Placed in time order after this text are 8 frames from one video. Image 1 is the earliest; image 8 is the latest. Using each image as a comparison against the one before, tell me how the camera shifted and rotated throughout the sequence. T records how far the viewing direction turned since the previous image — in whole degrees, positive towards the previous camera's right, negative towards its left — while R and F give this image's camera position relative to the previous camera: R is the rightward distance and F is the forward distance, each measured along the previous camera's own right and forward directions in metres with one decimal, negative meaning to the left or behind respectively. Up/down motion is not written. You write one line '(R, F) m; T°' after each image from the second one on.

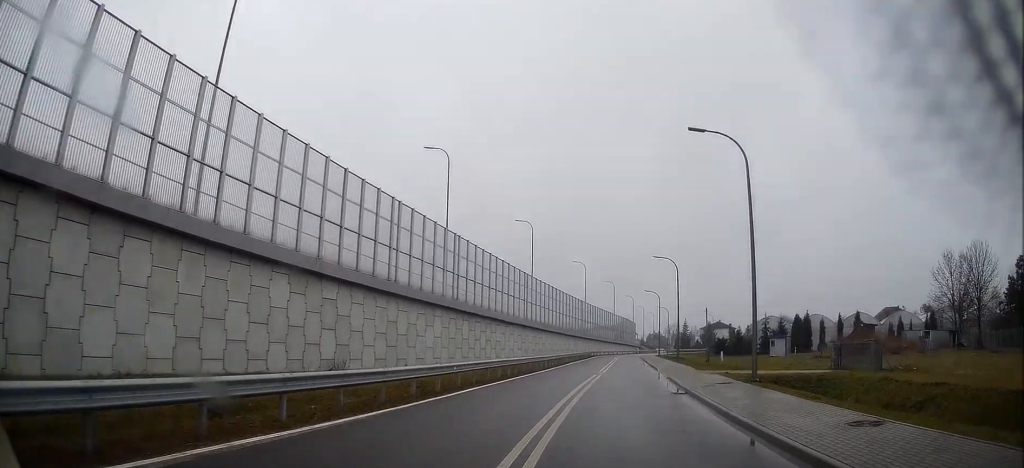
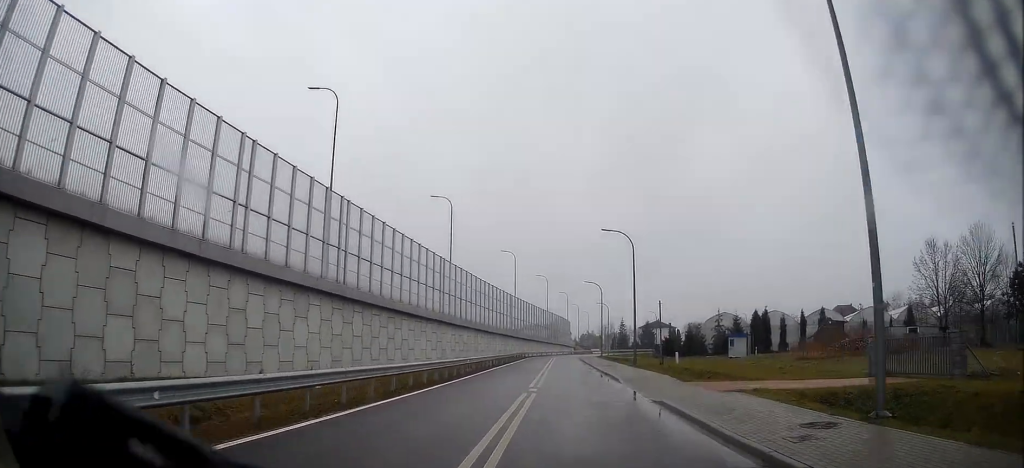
(+0.9, +11.7) m; +6°
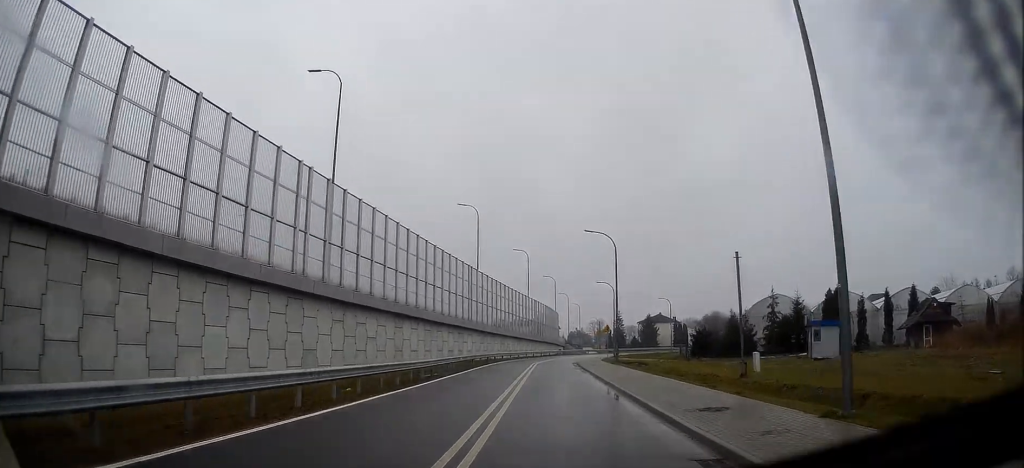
(+1.5, +29.3) m; +4°
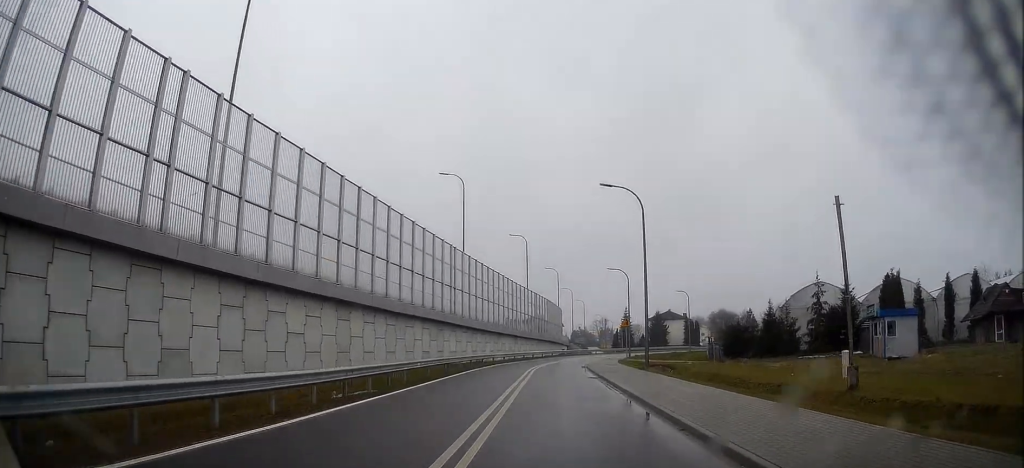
(-0.2, +11.1) m; -1°
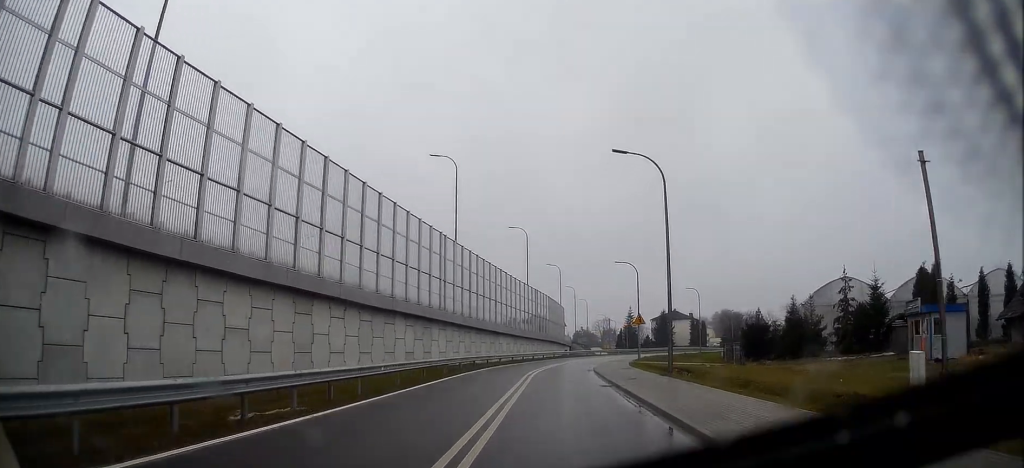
(0.0, +5.1) m; 0°
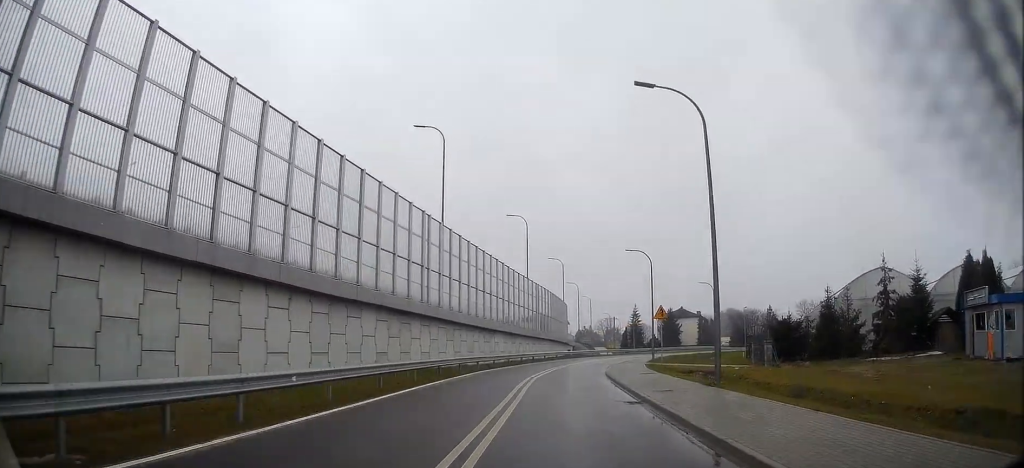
(0.0, +6.3) m; +1°
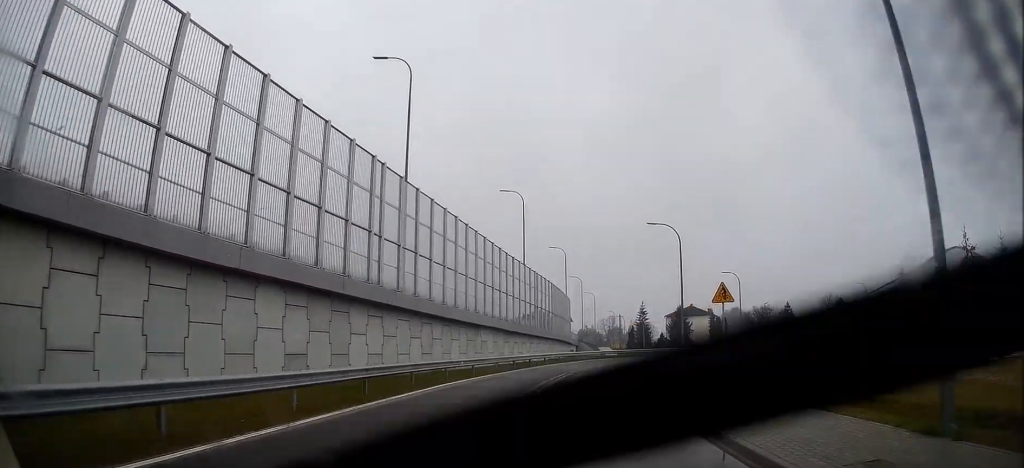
(+0.2, +10.3) m; +1°
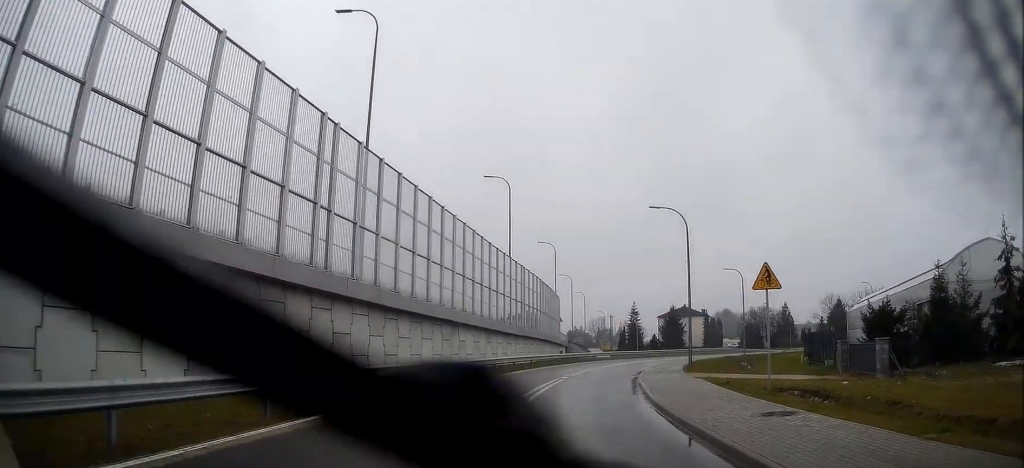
(+0.1, +4.9) m; 0°
